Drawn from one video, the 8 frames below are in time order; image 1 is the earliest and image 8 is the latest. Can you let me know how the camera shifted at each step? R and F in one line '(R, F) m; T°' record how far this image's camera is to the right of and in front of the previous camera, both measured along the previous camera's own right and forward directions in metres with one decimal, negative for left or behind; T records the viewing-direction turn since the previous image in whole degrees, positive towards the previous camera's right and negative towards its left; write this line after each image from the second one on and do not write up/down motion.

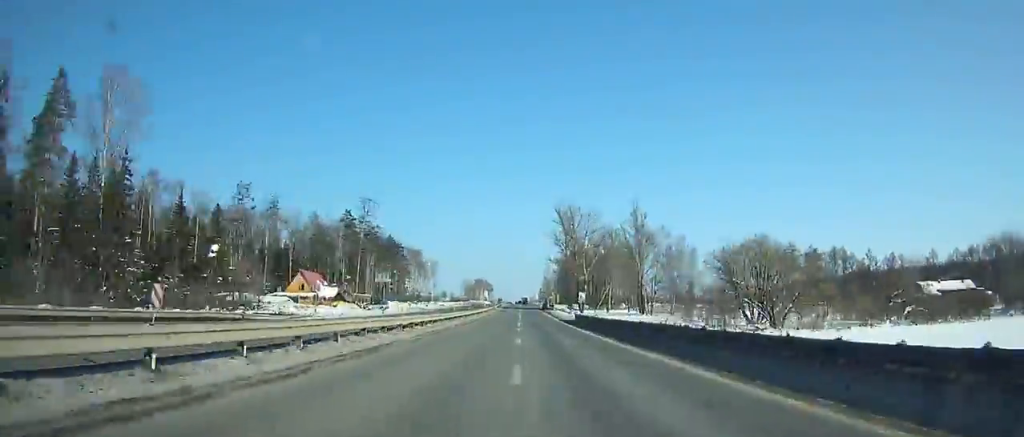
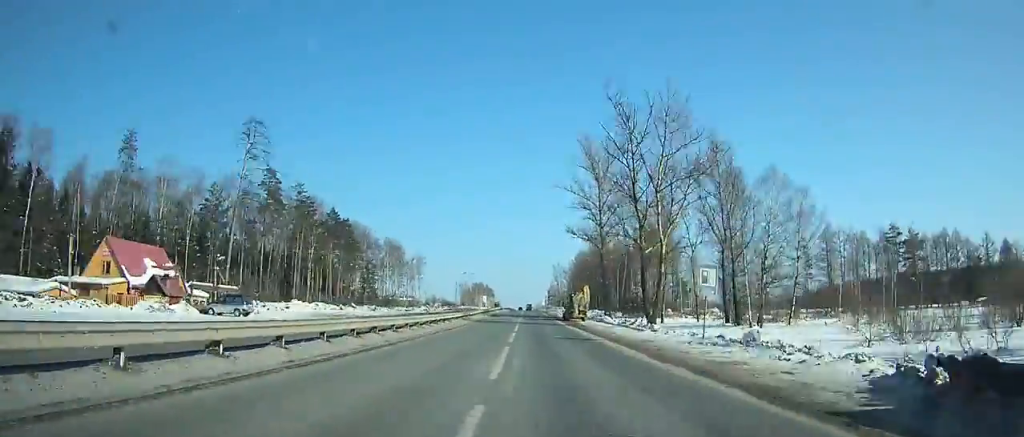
(-0.1, +54.7) m; 0°
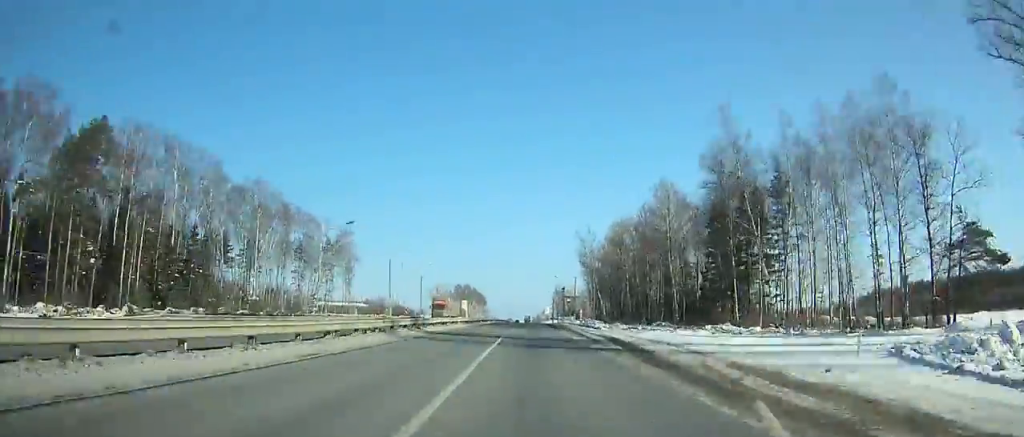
(-0.1, +104.7) m; 0°
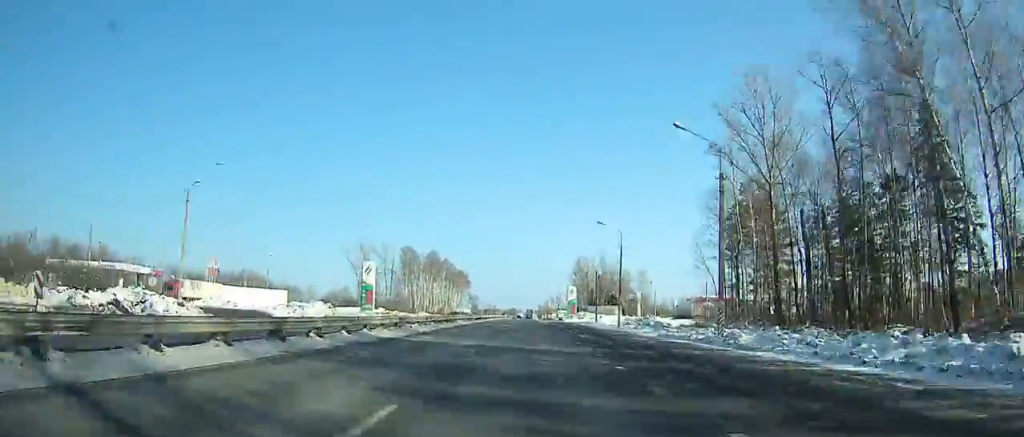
(-0.6, +146.2) m; 0°
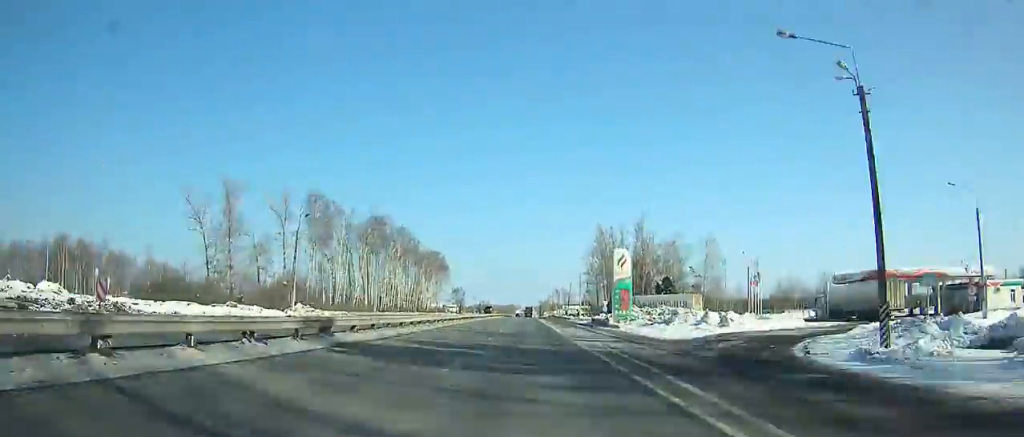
(-0.1, +76.9) m; 0°
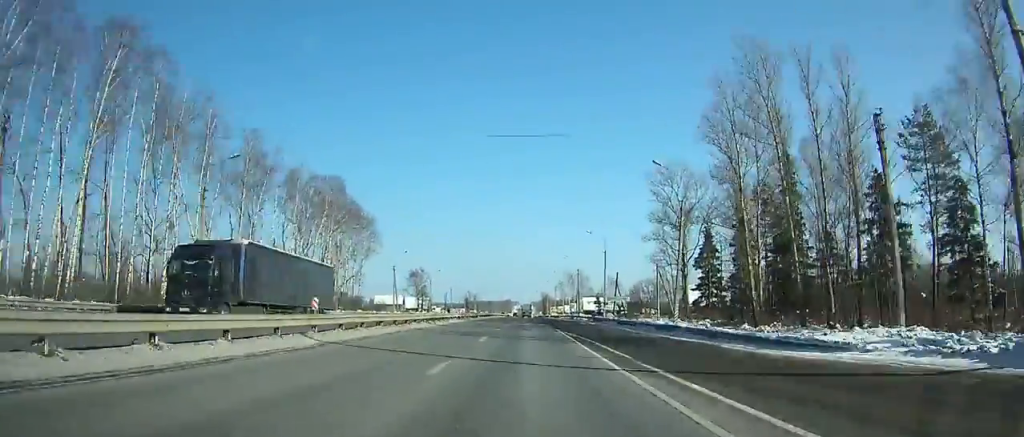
(+0.2, +104.6) m; 0°
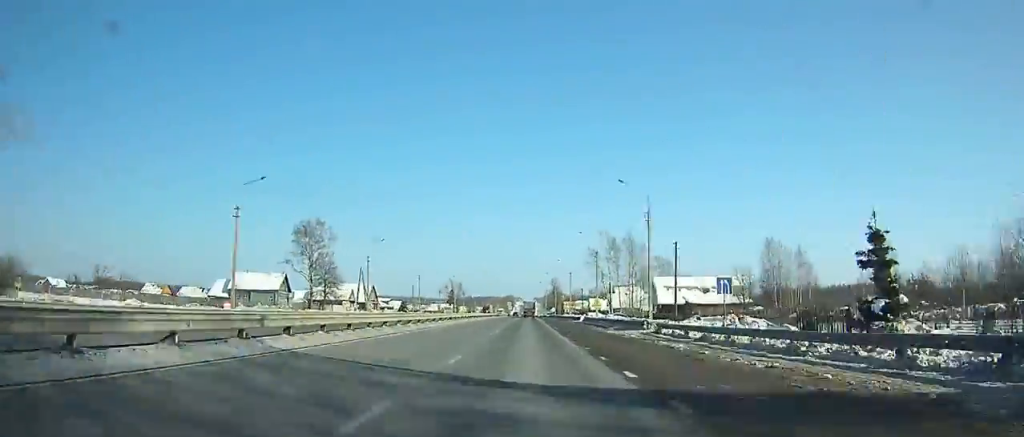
(-0.3, +97.2) m; 0°
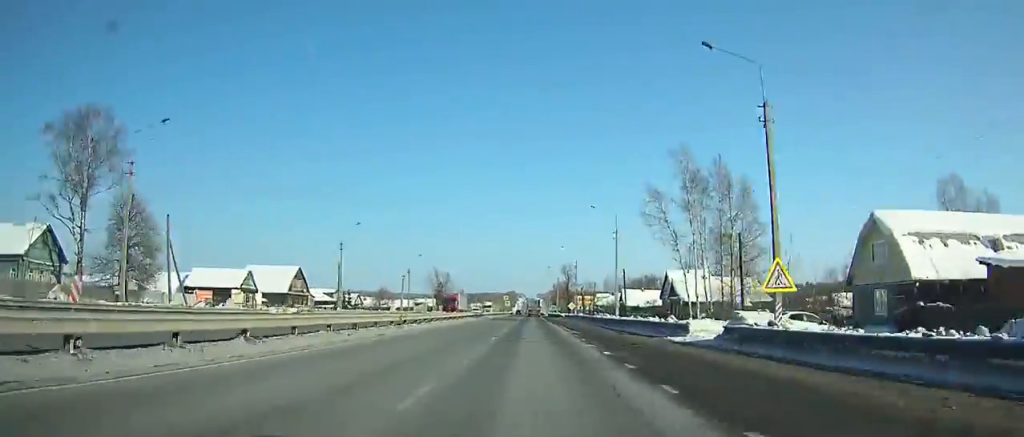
(-0.1, +55.5) m; 0°
